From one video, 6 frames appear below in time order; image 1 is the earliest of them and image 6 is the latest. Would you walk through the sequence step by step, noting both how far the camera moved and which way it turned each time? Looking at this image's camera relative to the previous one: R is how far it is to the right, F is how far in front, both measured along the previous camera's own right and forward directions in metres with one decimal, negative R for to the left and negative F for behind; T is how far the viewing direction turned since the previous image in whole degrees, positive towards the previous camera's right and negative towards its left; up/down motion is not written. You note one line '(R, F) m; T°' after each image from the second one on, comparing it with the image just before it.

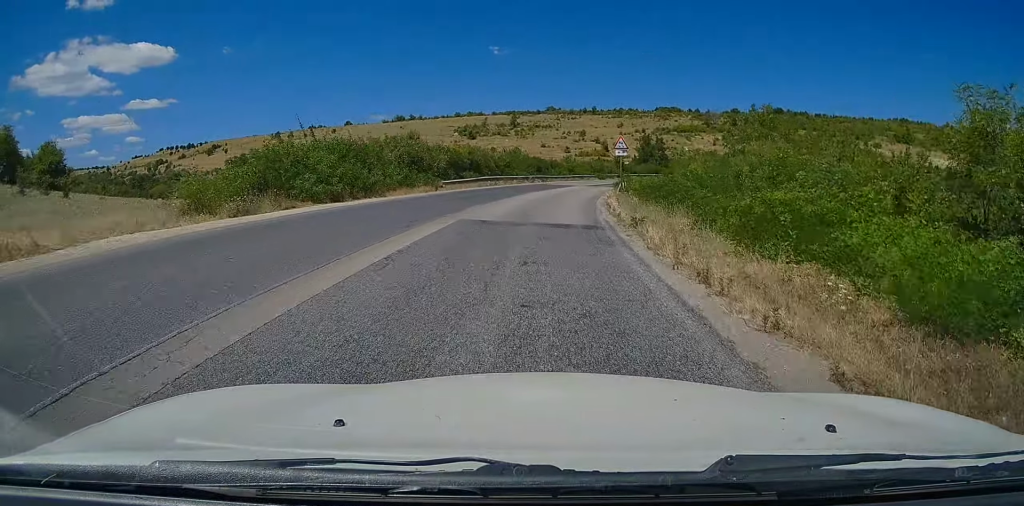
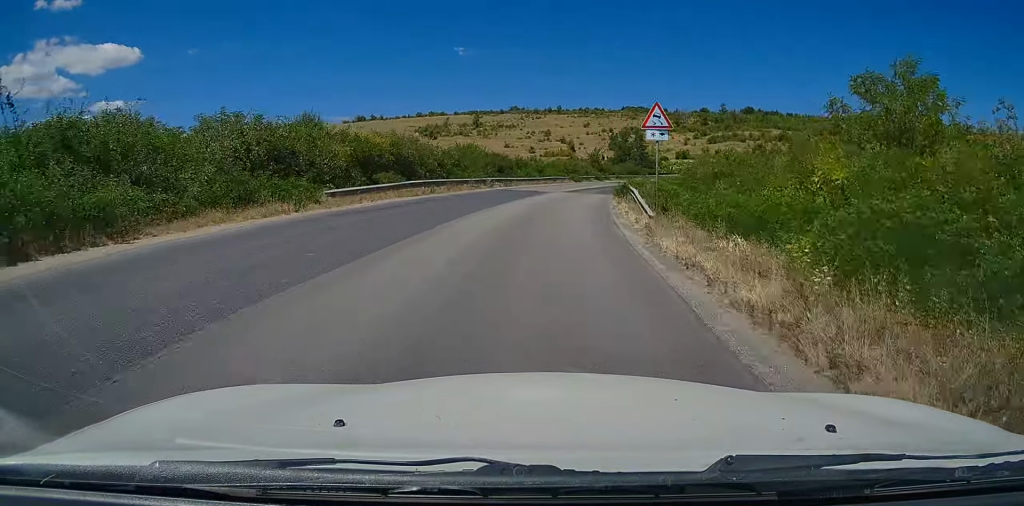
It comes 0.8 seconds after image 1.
(+0.6, +16.1) m; +4°
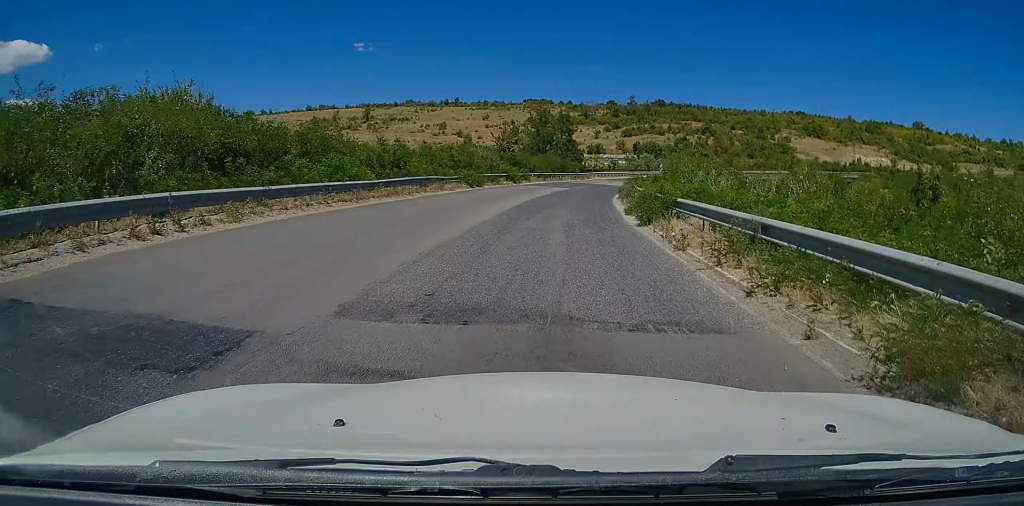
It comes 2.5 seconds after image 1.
(+2.4, +36.9) m; +8°
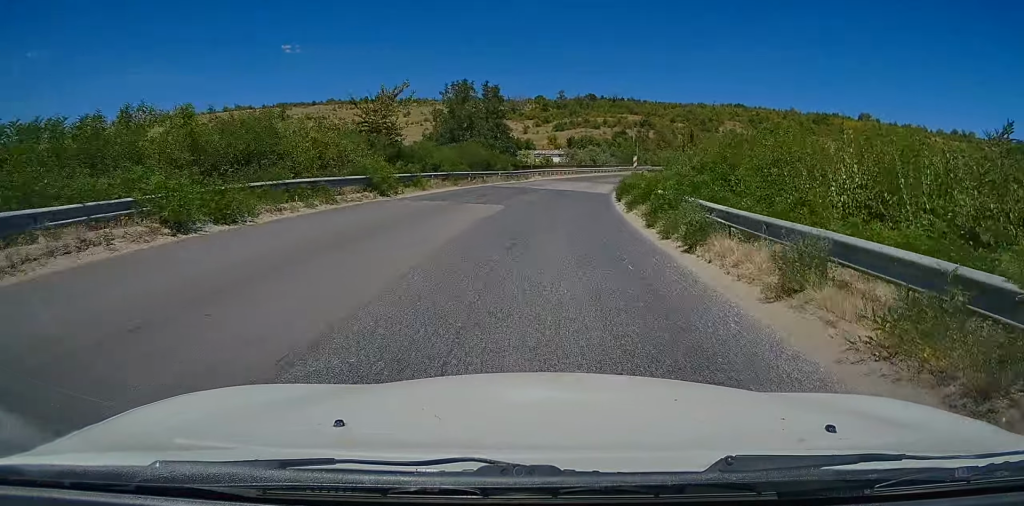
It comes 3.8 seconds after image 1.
(+1.6, +26.1) m; +7°
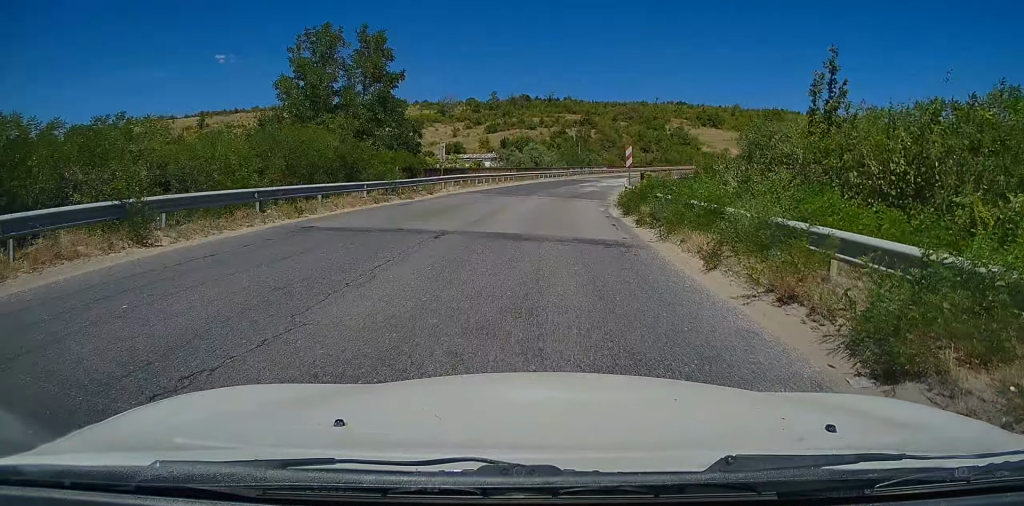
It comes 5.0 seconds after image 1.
(+1.4, +24.2) m; +6°
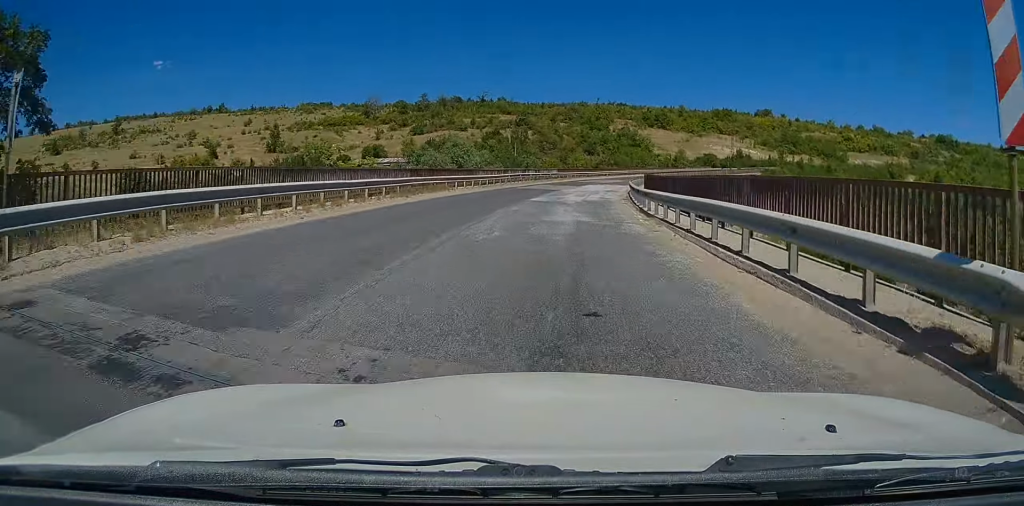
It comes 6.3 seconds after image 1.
(+1.2, +26.4) m; +6°
